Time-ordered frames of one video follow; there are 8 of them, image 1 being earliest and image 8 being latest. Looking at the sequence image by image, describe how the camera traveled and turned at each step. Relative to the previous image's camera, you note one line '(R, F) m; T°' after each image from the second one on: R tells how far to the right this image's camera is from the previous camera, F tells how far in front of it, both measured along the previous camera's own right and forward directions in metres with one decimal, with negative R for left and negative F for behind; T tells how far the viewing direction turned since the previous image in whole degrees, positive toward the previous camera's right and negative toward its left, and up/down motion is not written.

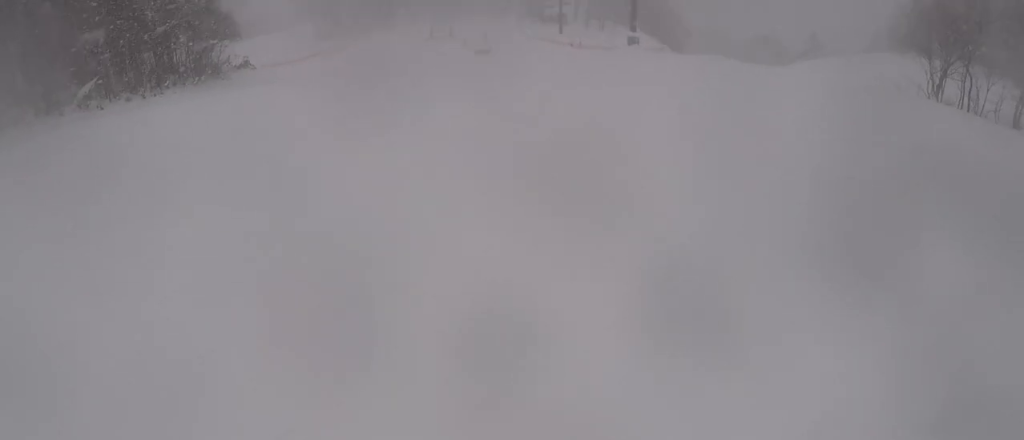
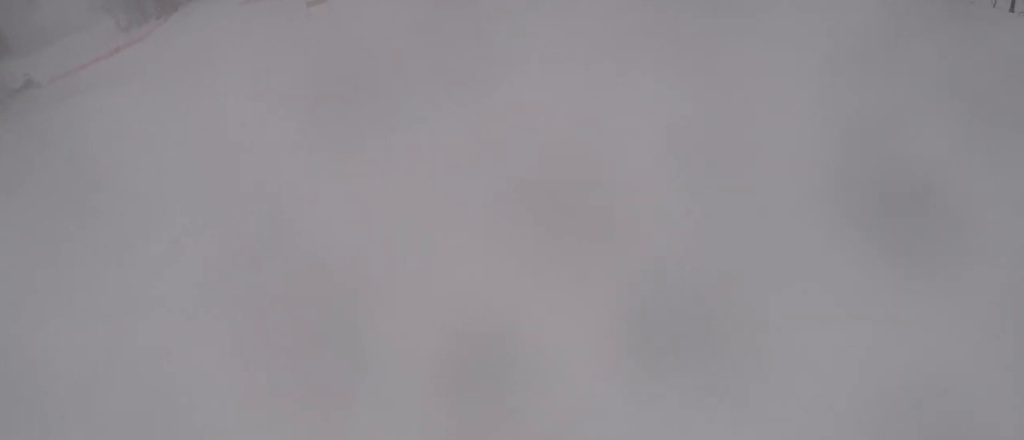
(+2.2, +11.8) m; +17°
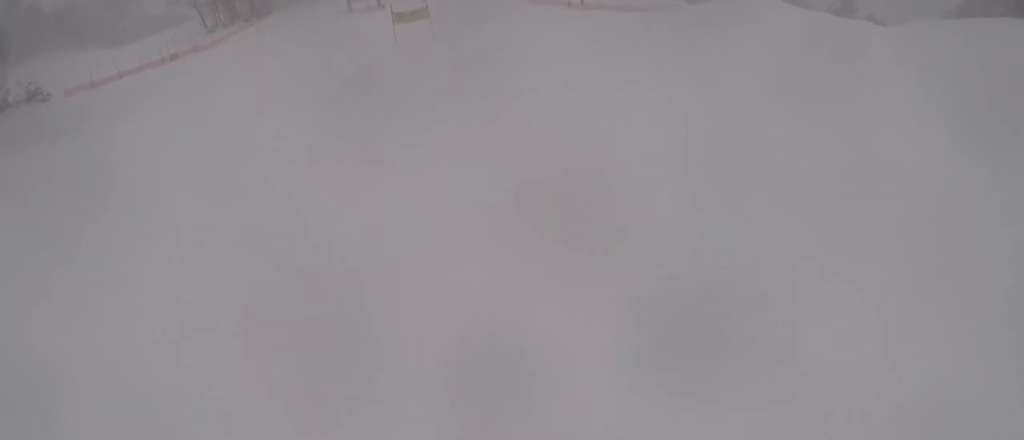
(-0.8, +20.8) m; -9°
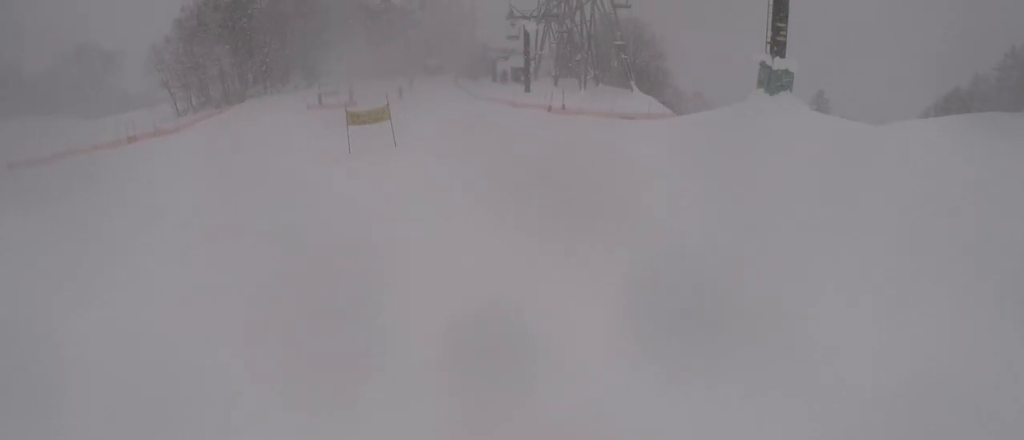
(-0.3, +5.0) m; -6°
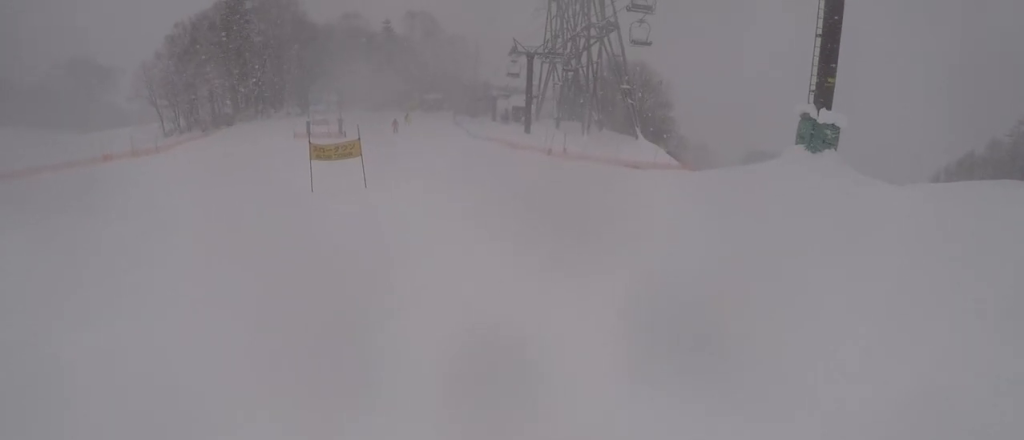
(-0.5, +3.4) m; -5°
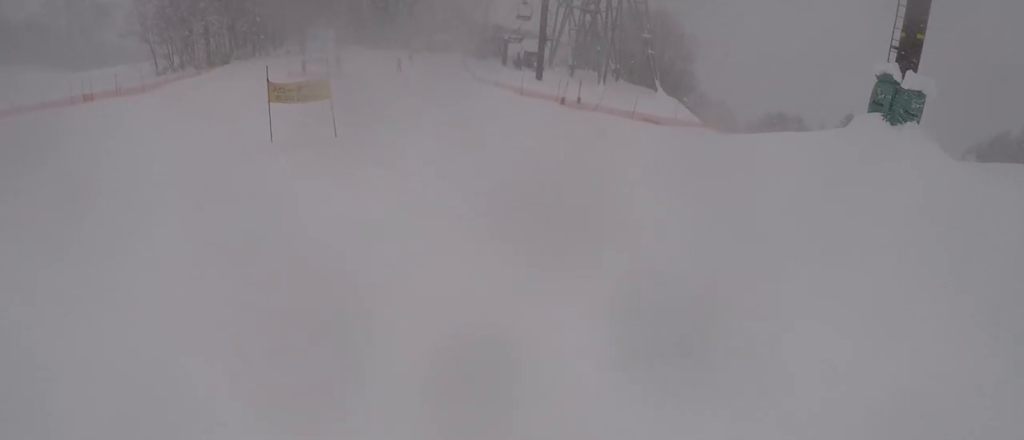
(-0.2, +3.3) m; 0°
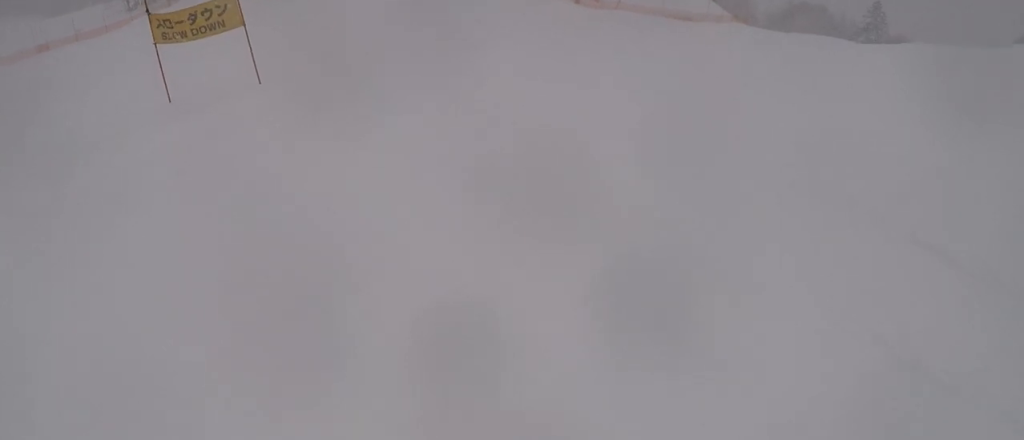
(-0.1, +5.3) m; +8°
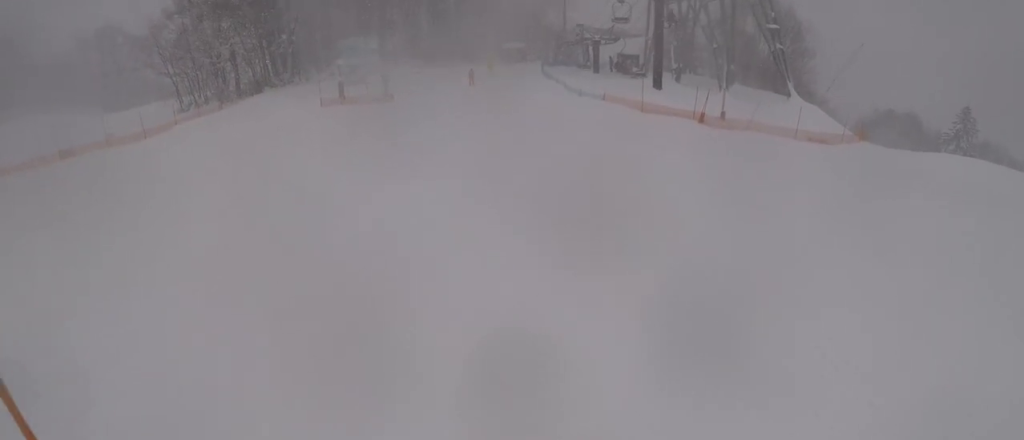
(+1.5, +7.9) m; +11°
